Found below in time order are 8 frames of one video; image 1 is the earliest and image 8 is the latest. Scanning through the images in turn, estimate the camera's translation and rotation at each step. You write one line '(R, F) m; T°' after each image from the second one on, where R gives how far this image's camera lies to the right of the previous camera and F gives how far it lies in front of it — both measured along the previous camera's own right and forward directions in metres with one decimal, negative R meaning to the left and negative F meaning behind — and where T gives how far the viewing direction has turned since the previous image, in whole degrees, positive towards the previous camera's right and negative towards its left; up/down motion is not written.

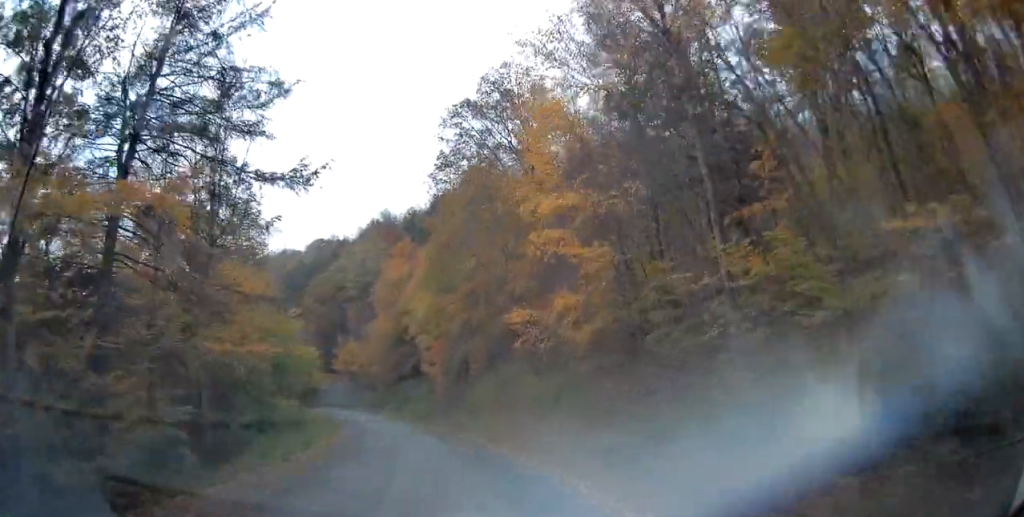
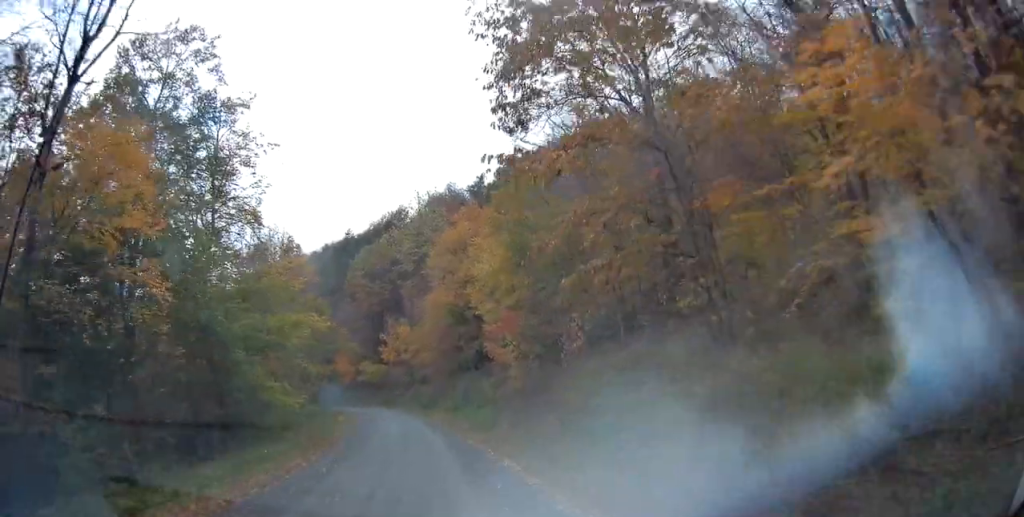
(-1.0, +17.4) m; -7°
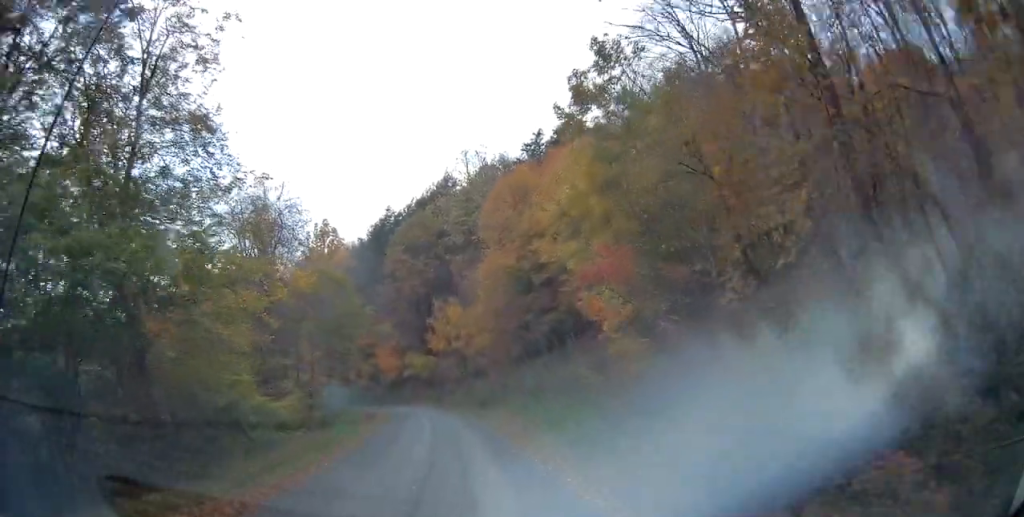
(-0.8, +13.7) m; -7°
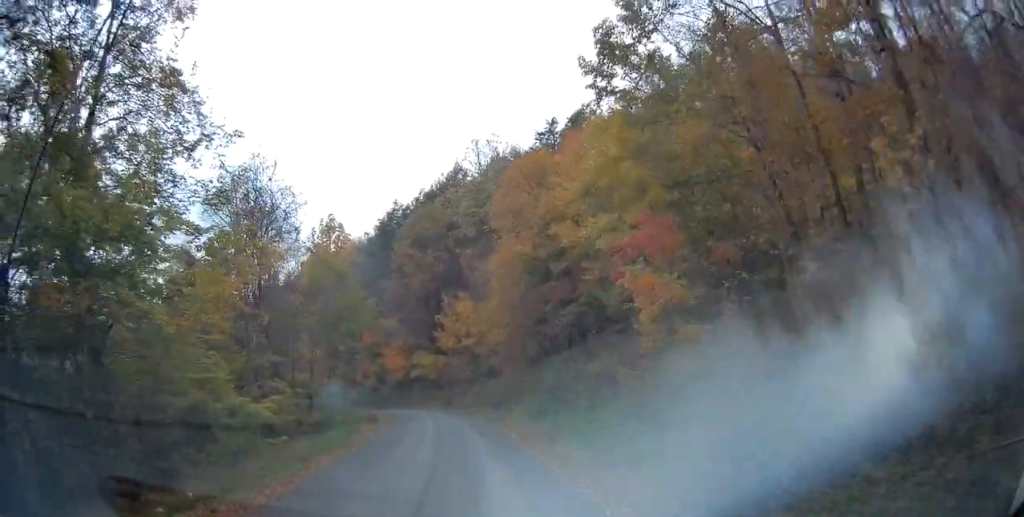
(-0.1, +3.8) m; -2°
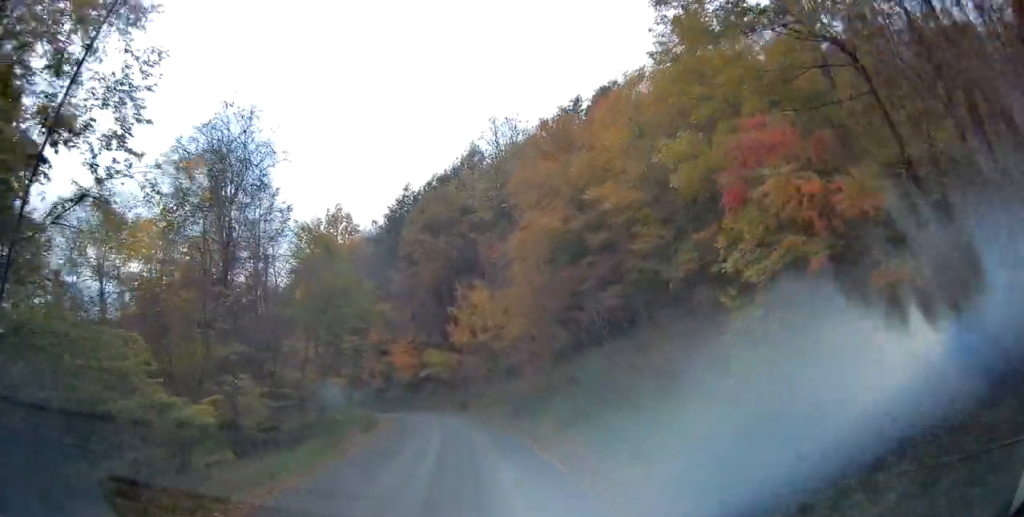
(-0.3, +7.1) m; -2°
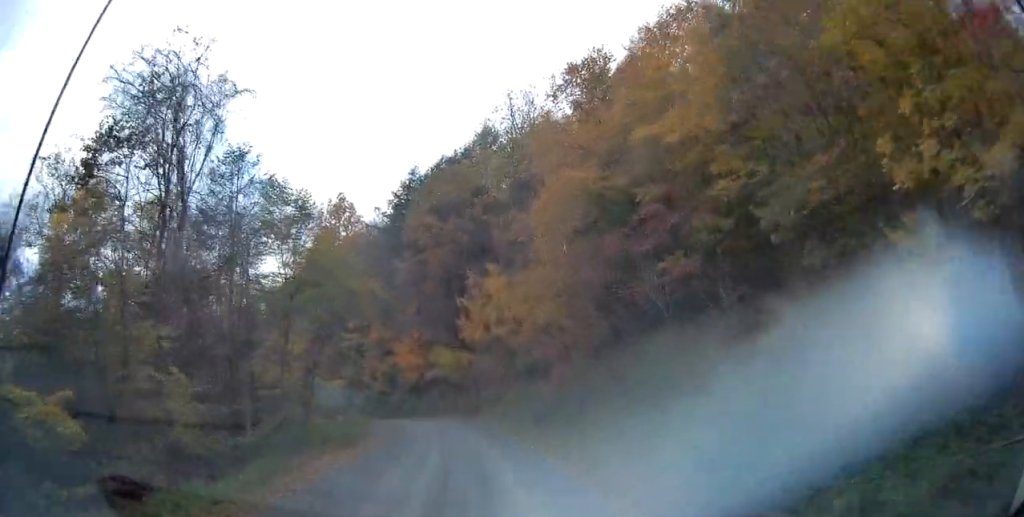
(0.0, +7.7) m; 0°
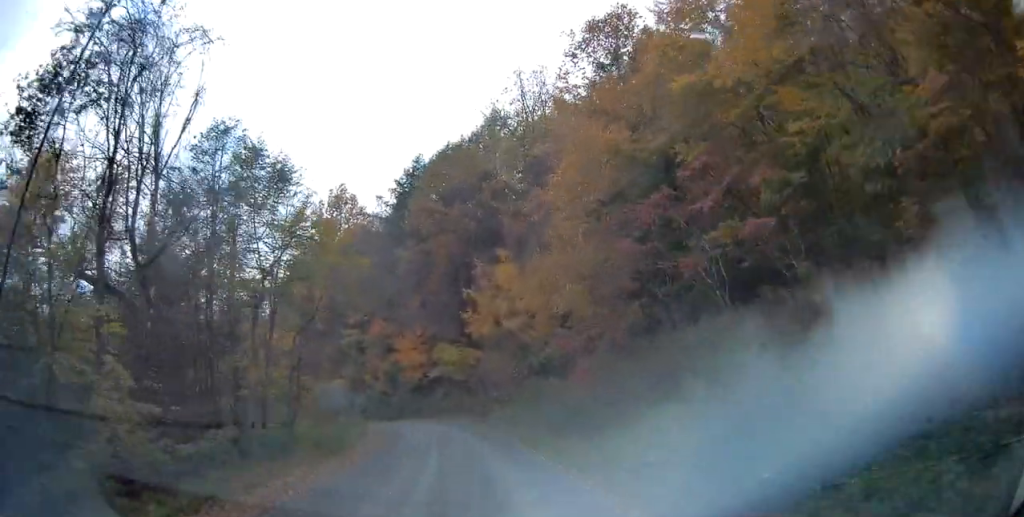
(0.0, +4.3) m; 0°
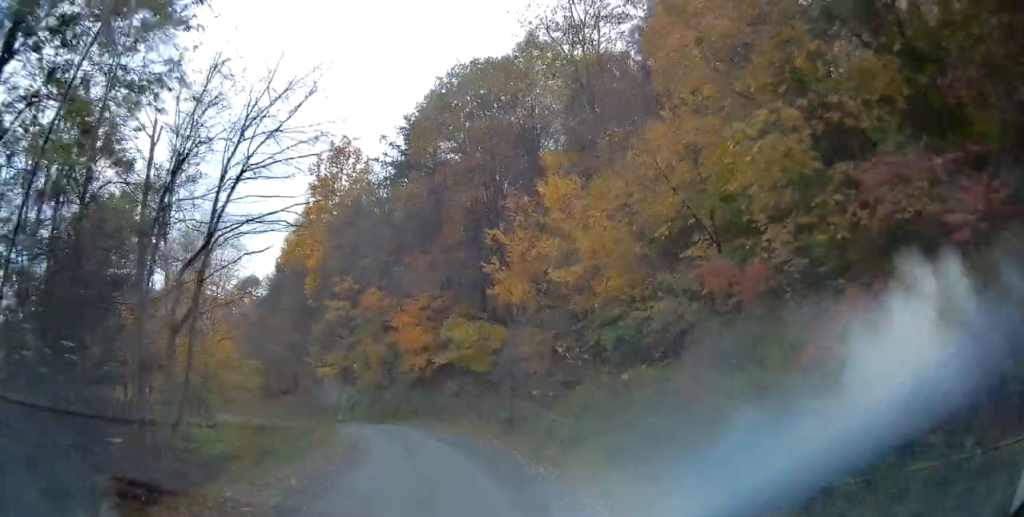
(0.0, +15.0) m; 0°
